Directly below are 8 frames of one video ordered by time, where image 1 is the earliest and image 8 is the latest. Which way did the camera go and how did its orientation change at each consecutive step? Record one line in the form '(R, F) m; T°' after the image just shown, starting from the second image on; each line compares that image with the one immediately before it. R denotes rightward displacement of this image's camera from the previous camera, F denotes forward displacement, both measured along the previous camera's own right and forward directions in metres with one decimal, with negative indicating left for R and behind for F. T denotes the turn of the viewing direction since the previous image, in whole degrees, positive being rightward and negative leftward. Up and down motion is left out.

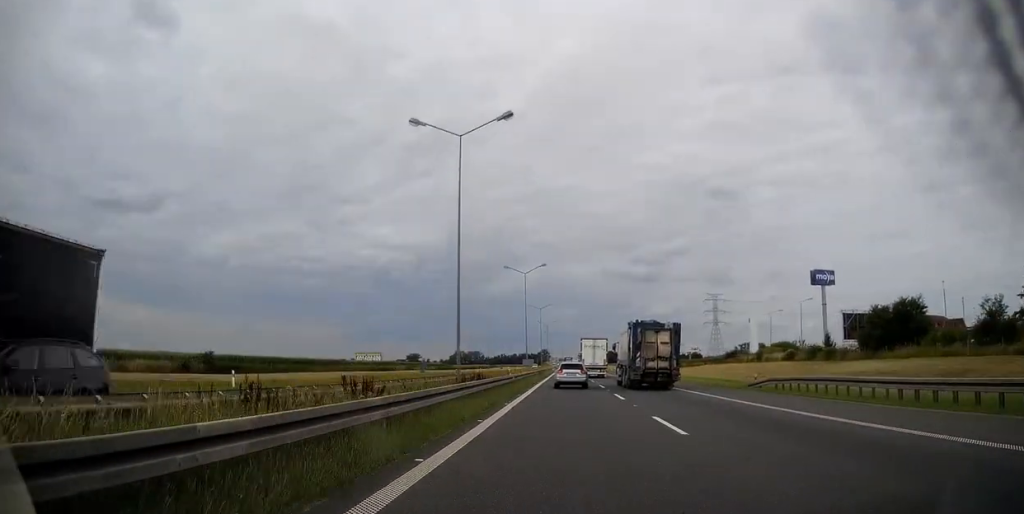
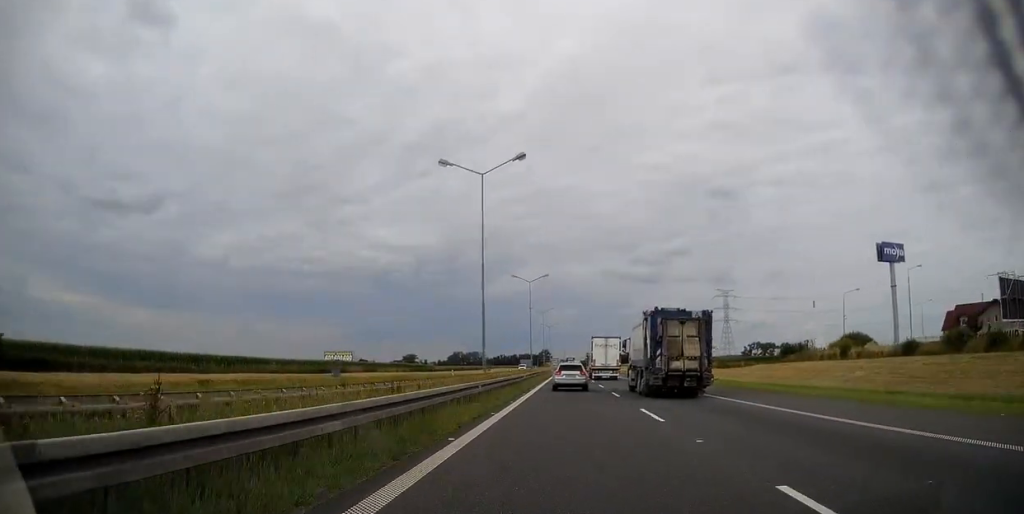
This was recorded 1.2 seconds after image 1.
(+0.3, +33.5) m; 0°
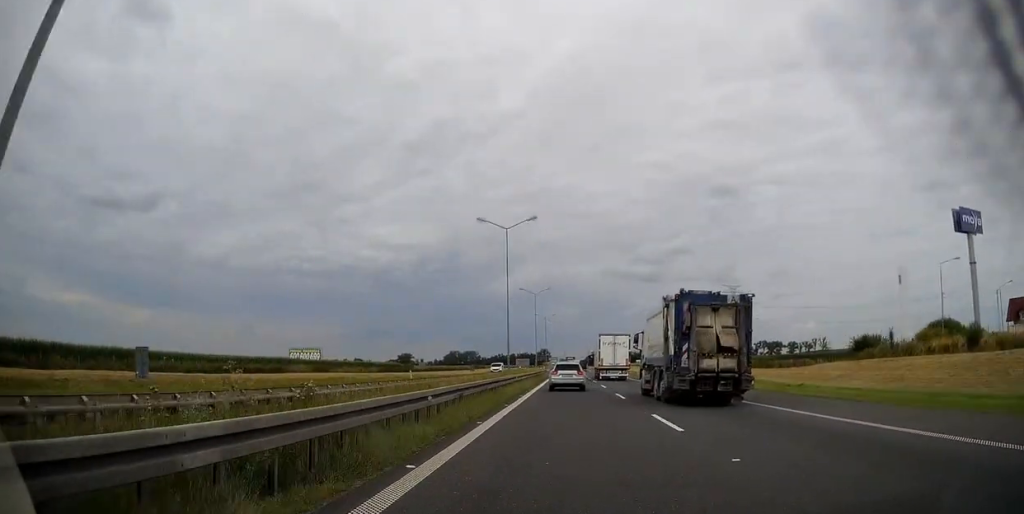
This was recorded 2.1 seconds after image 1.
(-0.1, +25.6) m; 0°
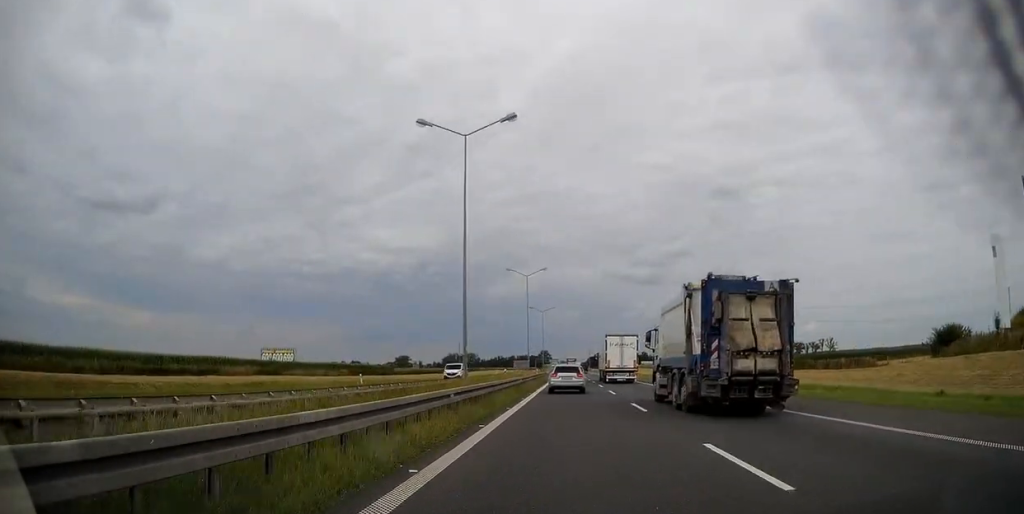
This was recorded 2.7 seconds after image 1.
(0.0, +18.0) m; 0°
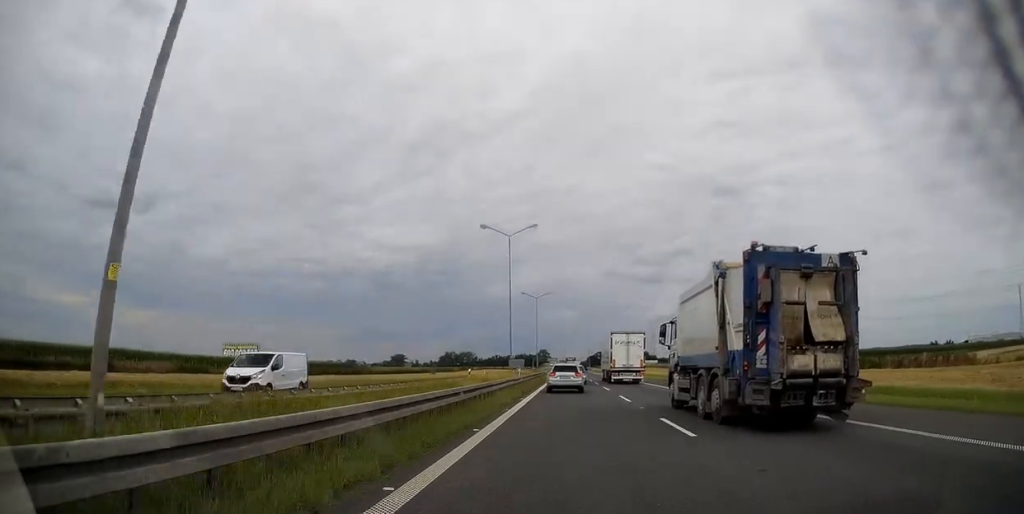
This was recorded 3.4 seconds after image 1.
(0.0, +18.9) m; 0°
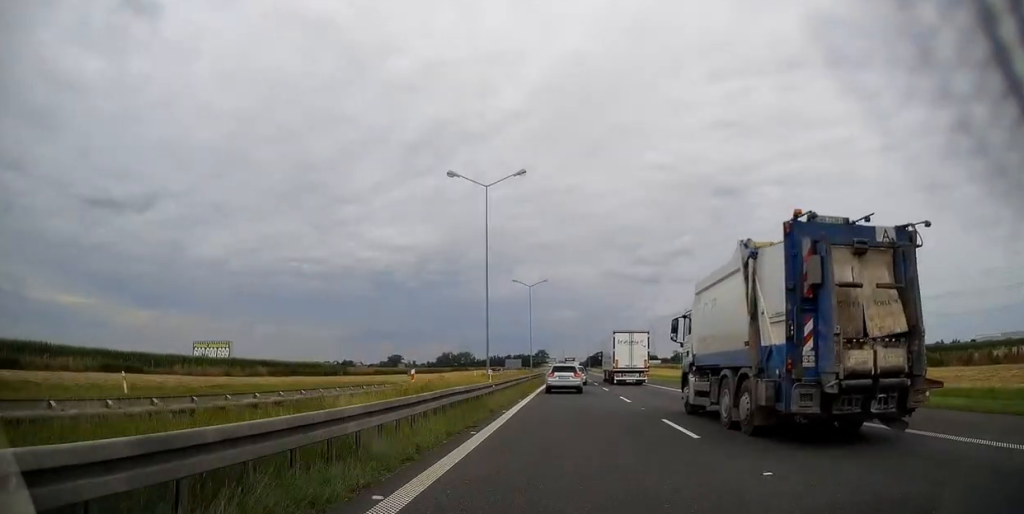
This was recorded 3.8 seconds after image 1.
(0.0, +12.3) m; 0°
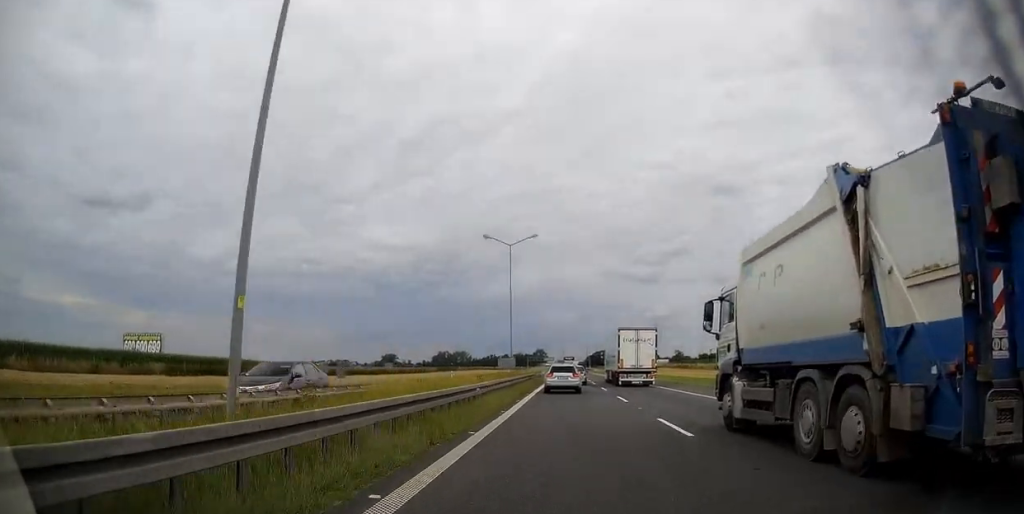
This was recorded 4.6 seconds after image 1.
(+0.1, +23.8) m; 0°
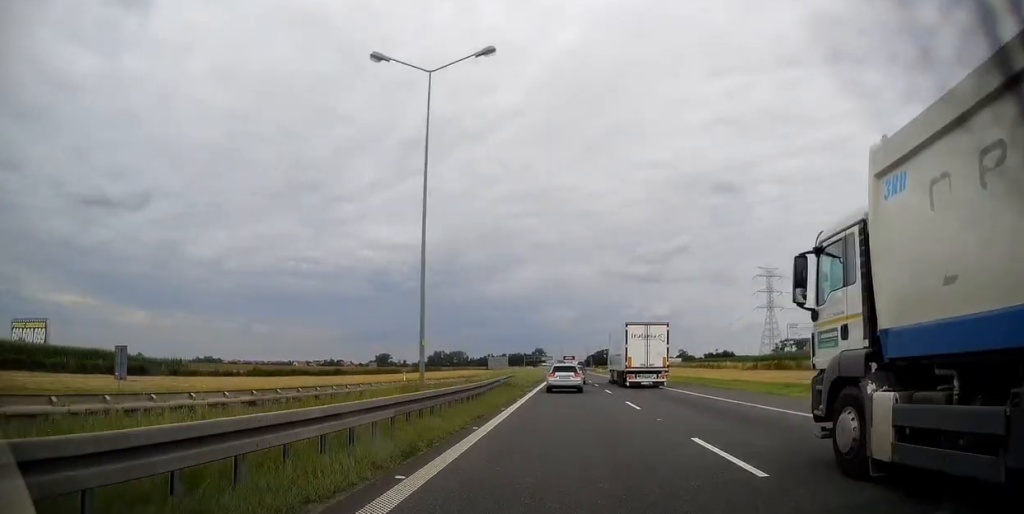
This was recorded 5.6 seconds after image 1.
(+0.1, +28.8) m; 0°
